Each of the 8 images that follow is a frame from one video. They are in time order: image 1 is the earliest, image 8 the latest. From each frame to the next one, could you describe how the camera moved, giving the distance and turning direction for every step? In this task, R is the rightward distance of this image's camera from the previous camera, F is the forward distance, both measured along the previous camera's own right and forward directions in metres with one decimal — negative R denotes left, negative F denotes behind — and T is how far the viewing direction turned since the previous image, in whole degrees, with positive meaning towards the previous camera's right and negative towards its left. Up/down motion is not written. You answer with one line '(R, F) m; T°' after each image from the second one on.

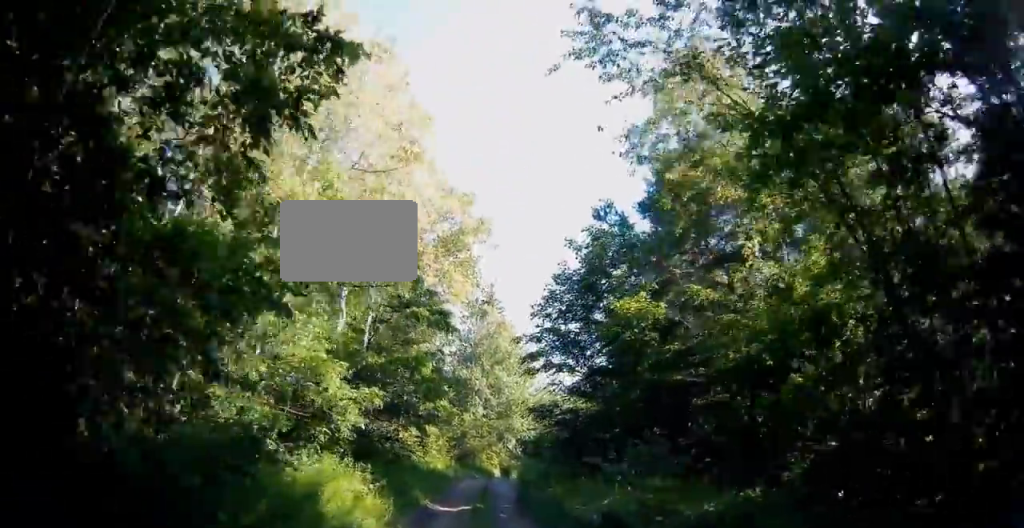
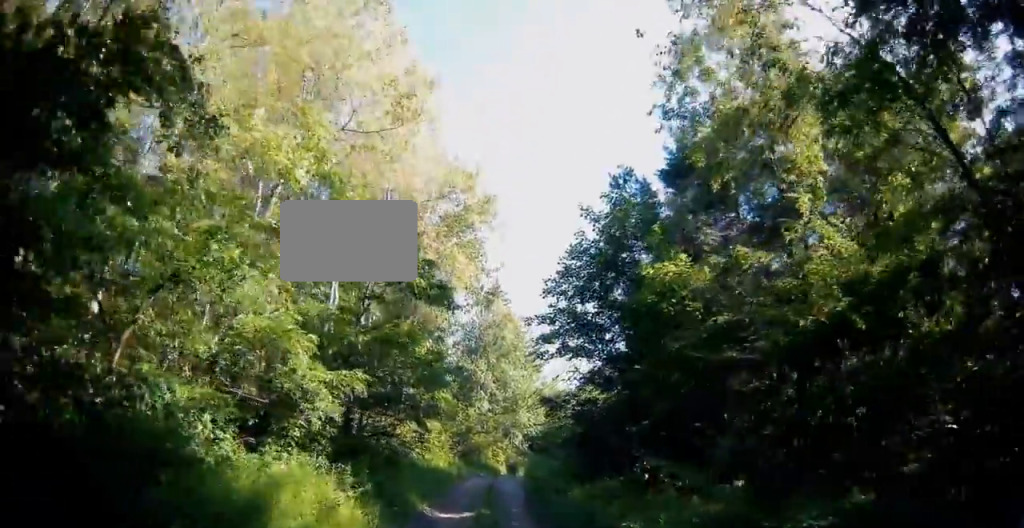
(0.0, +2.3) m; 0°
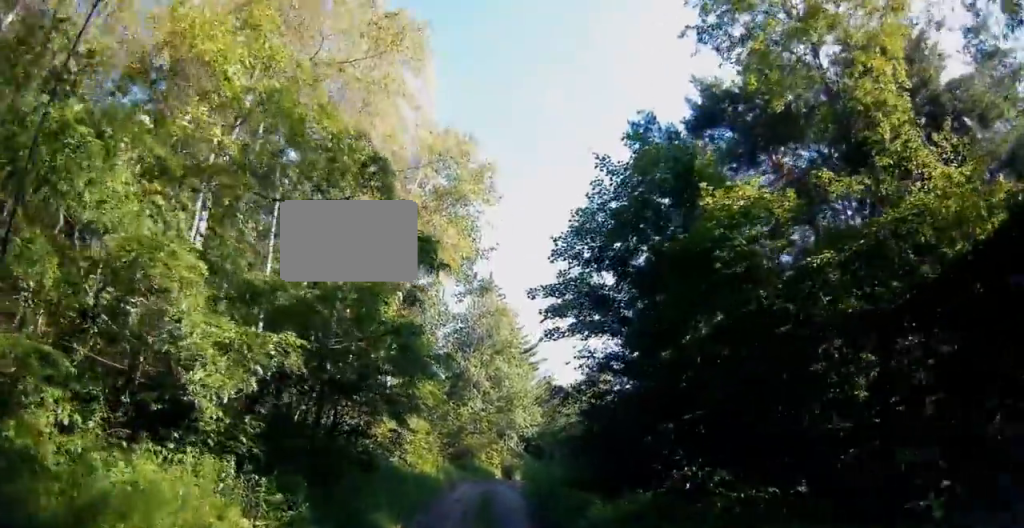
(0.0, +3.6) m; 0°
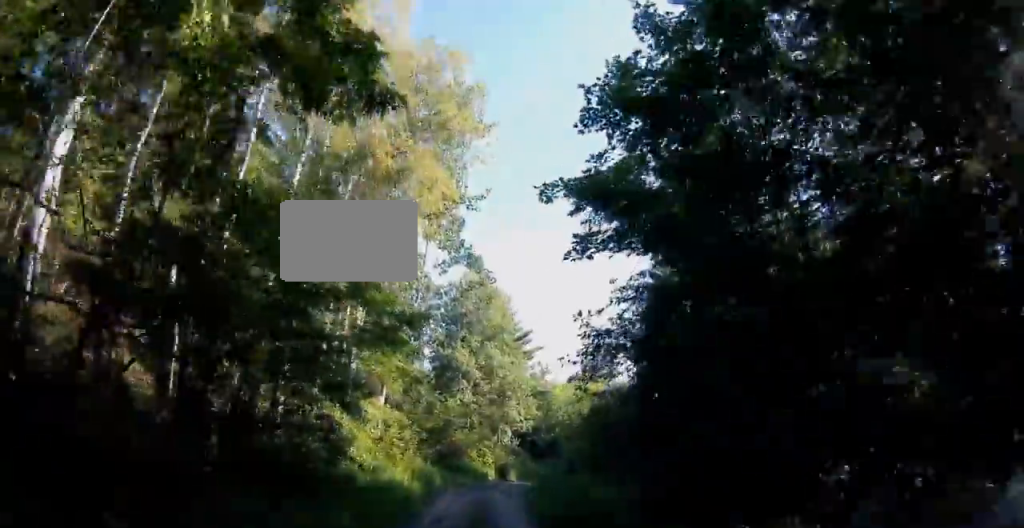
(0.0, +5.7) m; -1°
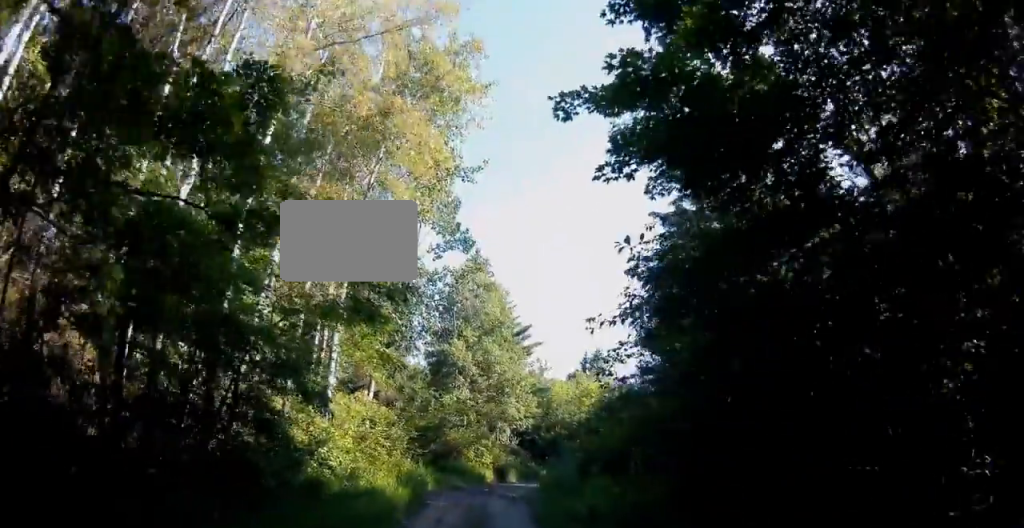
(0.0, +2.4) m; -2°
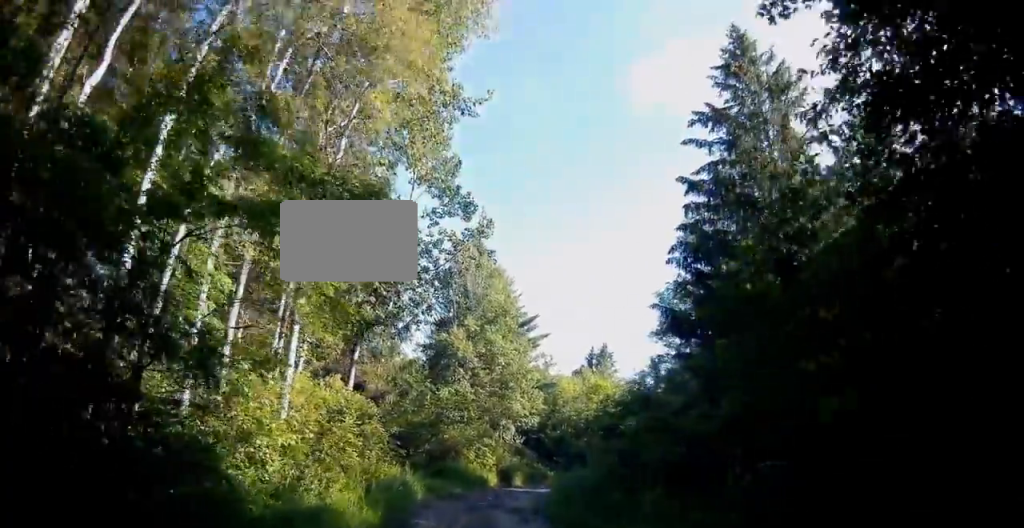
(-0.2, +4.4) m; -2°
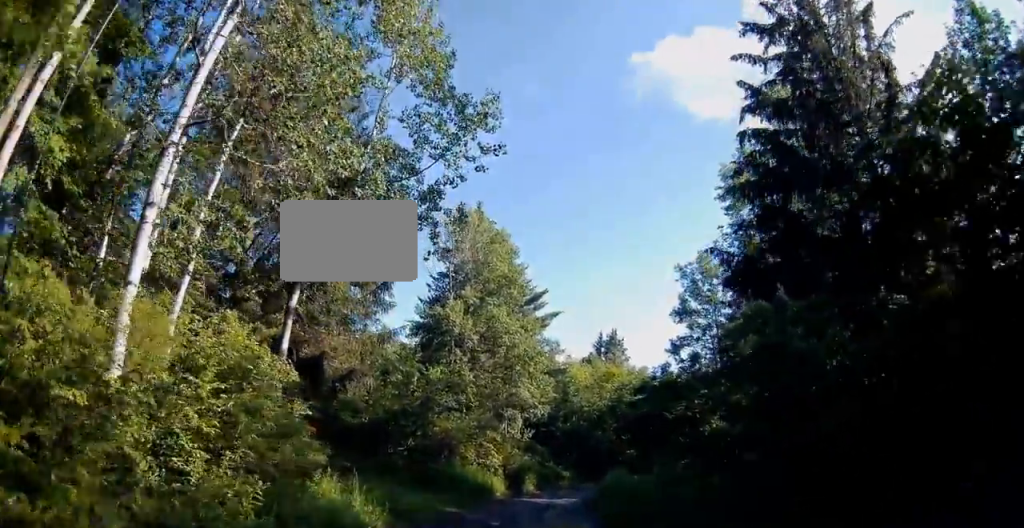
(0.0, +7.5) m; -1°
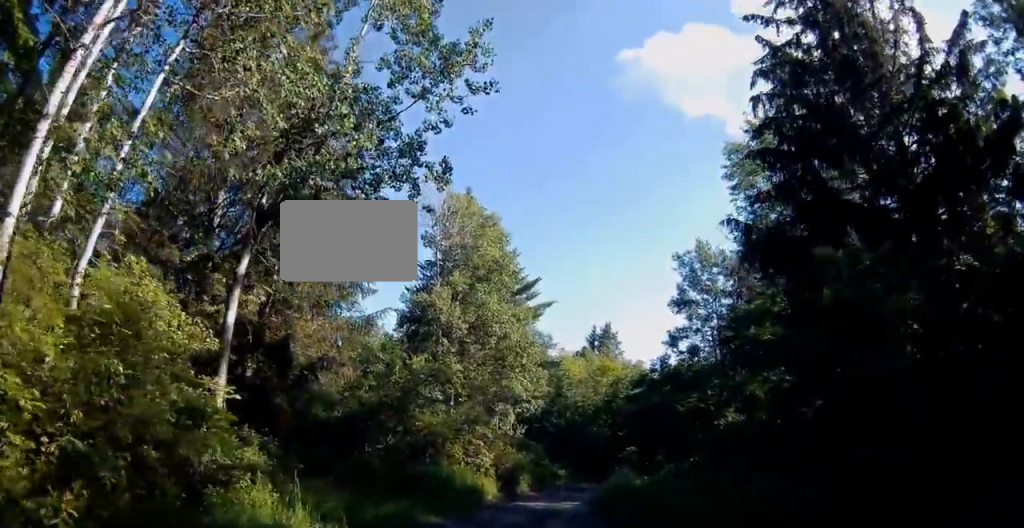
(-0.1, +3.0) m; -2°
